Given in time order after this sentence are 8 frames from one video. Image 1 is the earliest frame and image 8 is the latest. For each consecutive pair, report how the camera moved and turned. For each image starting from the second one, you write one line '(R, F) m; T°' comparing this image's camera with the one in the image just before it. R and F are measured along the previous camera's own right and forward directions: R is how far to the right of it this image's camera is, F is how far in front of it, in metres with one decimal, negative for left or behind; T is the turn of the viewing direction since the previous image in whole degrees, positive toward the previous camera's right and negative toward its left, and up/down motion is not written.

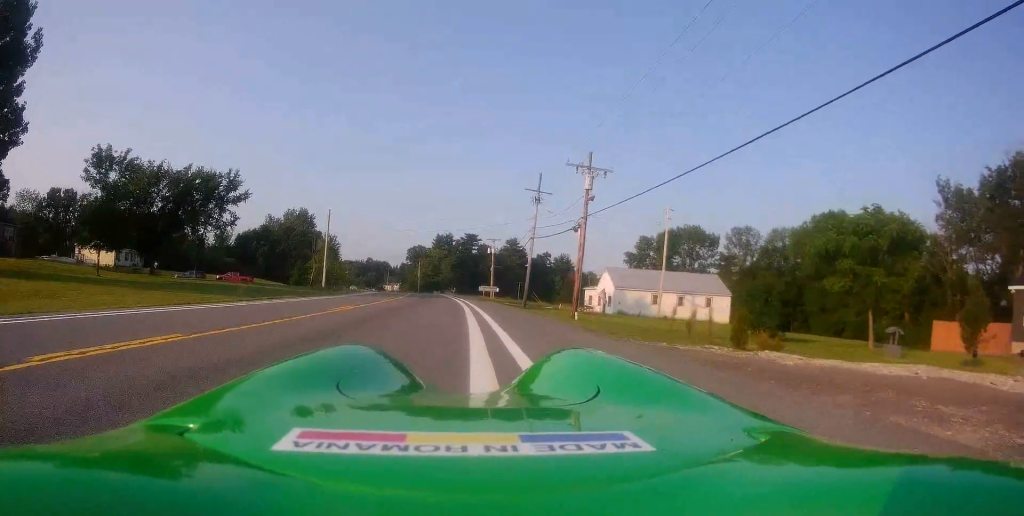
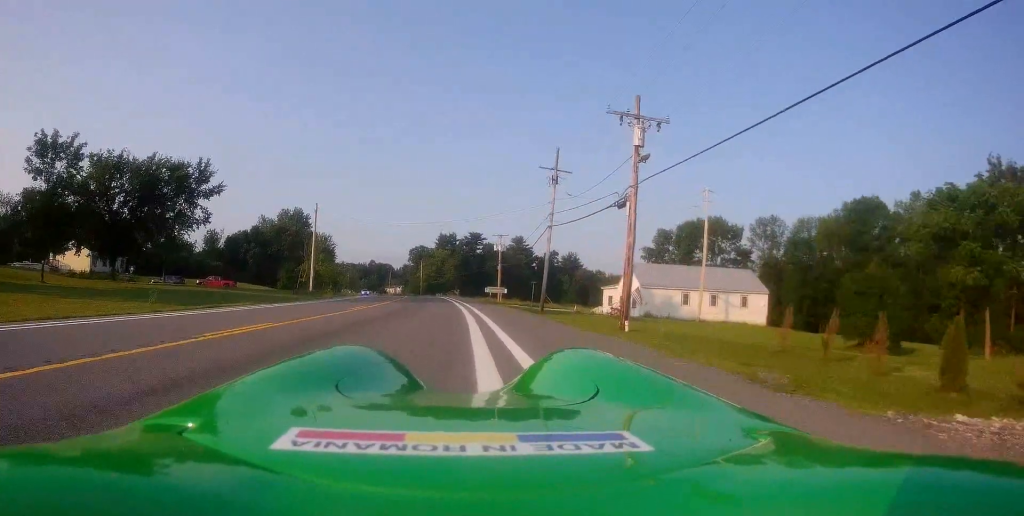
(0.0, +8.6) m; +1°
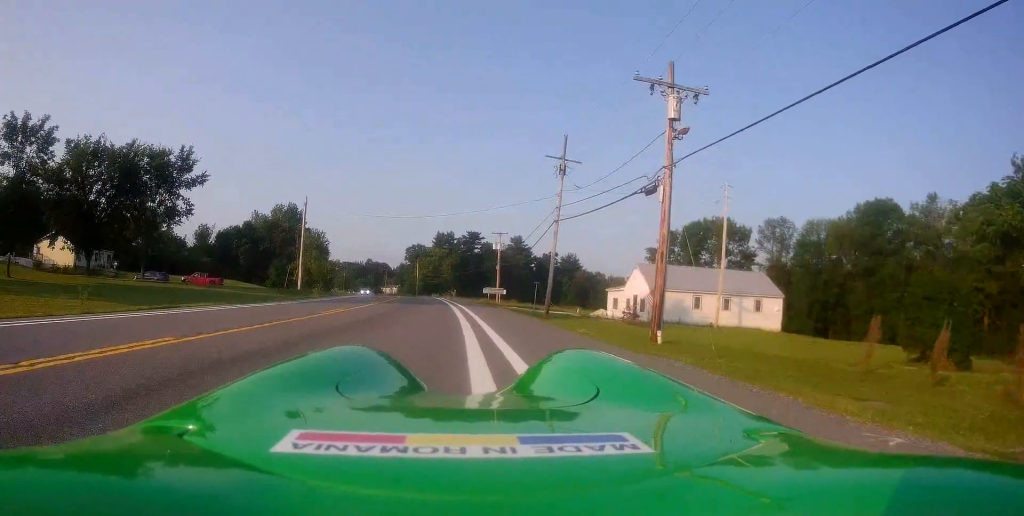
(+0.2, +4.1) m; 0°
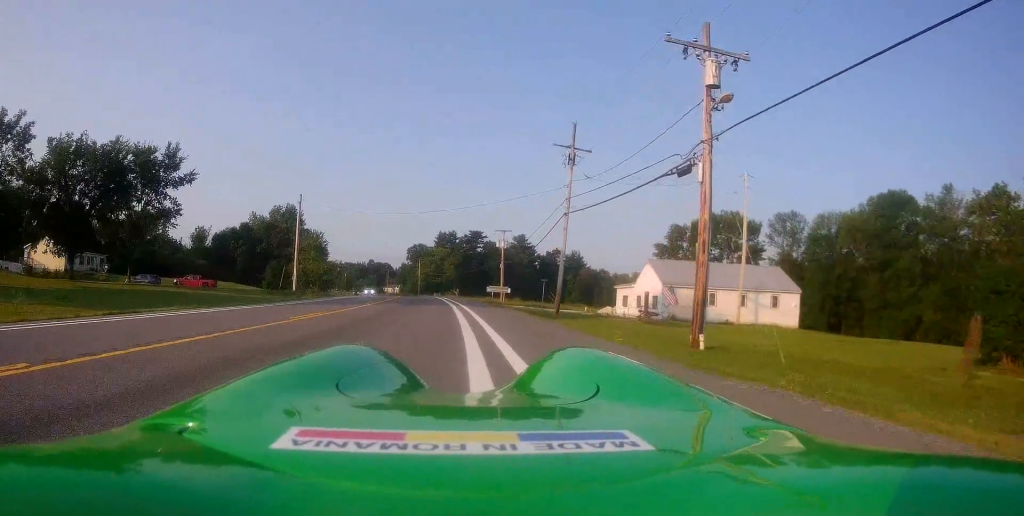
(-0.1, +2.9) m; 0°
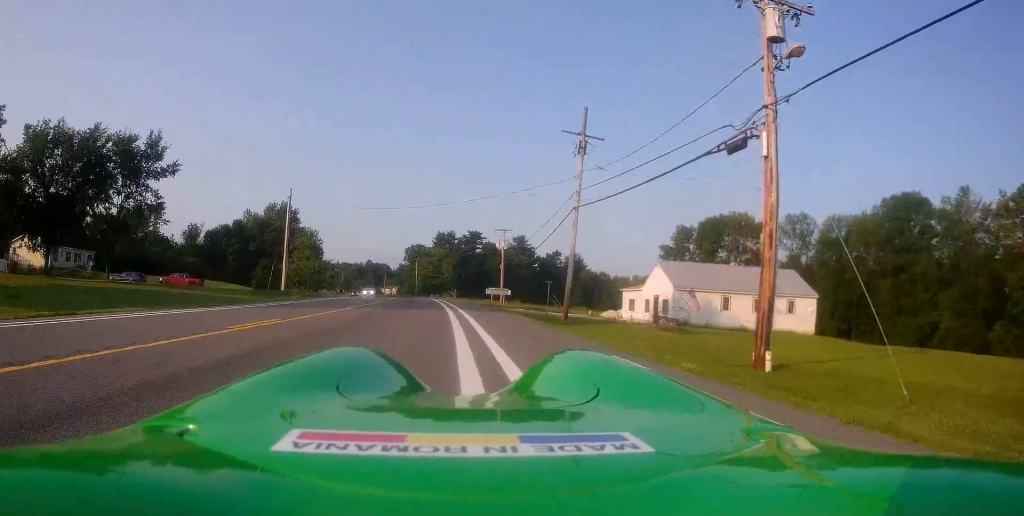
(-0.2, +3.5) m; -1°
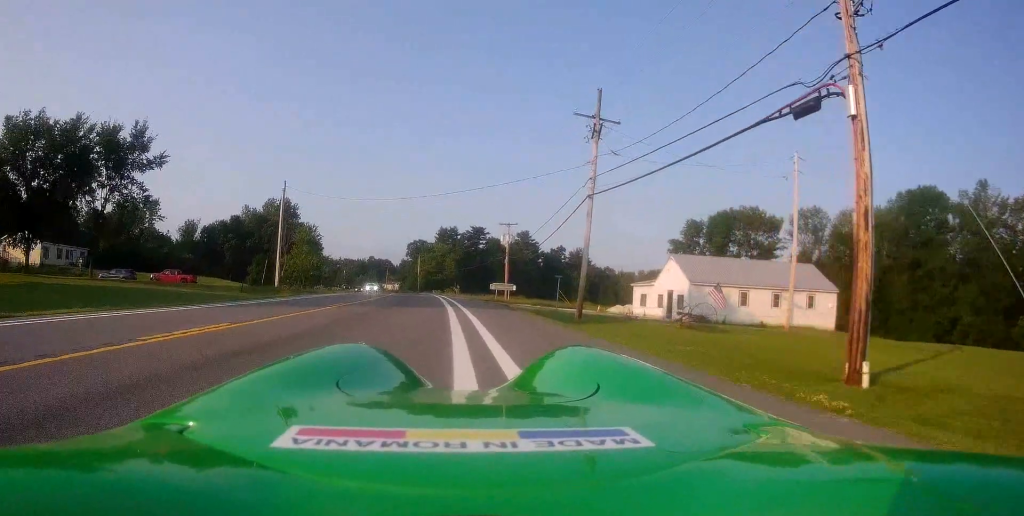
(0.0, +3.2) m; -1°
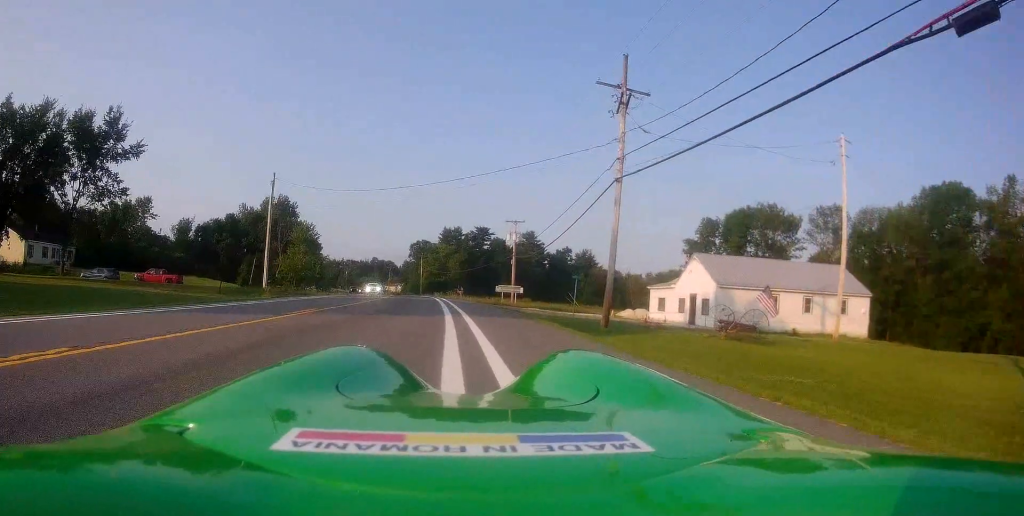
(+0.1, +4.6) m; -1°
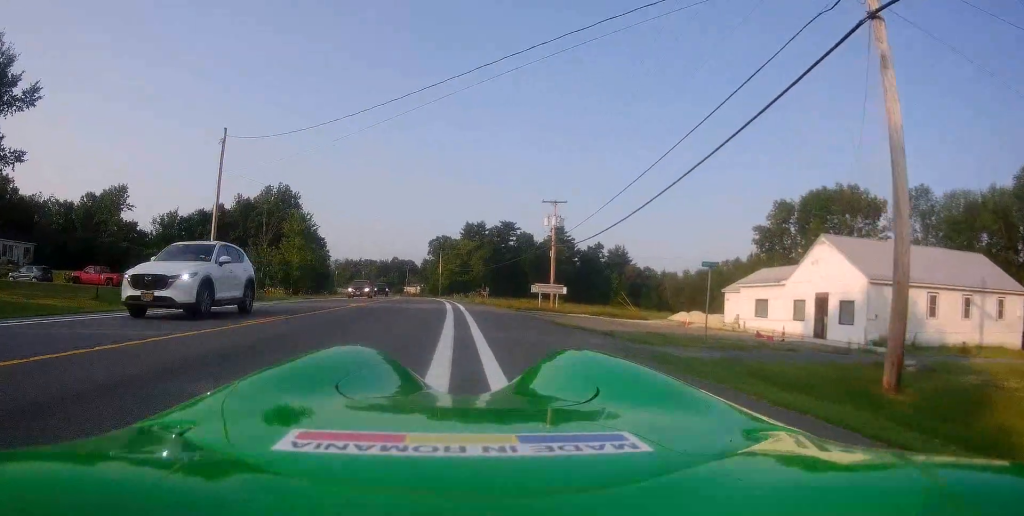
(0.0, +15.9) m; +1°
